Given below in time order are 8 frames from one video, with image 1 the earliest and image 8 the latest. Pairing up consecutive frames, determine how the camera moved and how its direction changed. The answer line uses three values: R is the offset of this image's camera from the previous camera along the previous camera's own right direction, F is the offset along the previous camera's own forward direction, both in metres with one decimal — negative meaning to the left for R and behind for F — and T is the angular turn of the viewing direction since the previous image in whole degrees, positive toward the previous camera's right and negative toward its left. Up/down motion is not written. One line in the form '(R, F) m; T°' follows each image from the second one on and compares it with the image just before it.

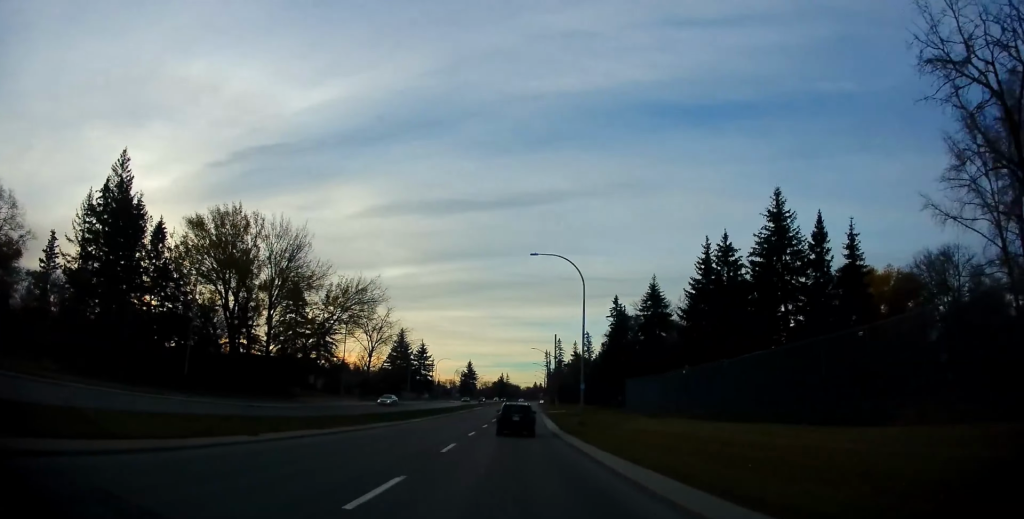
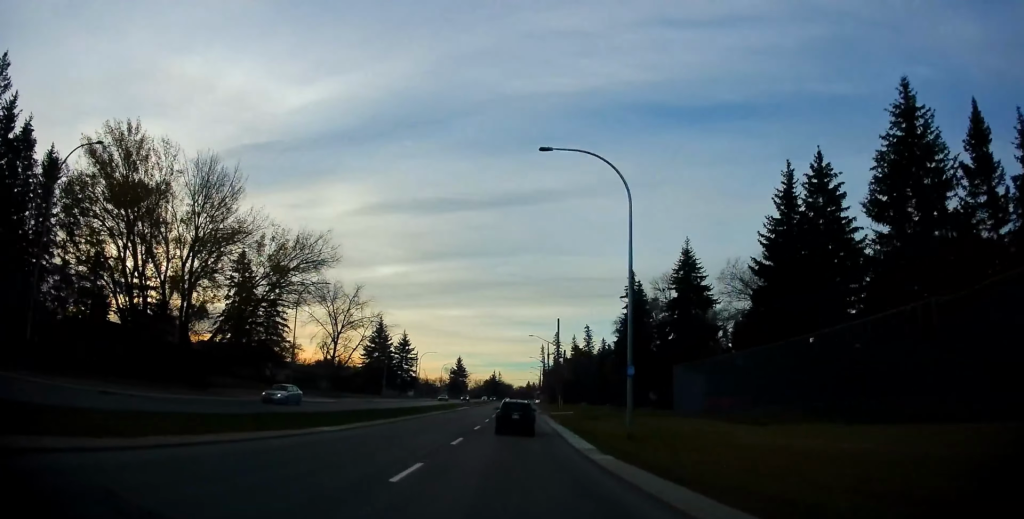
(-0.1, +15.8) m; 0°
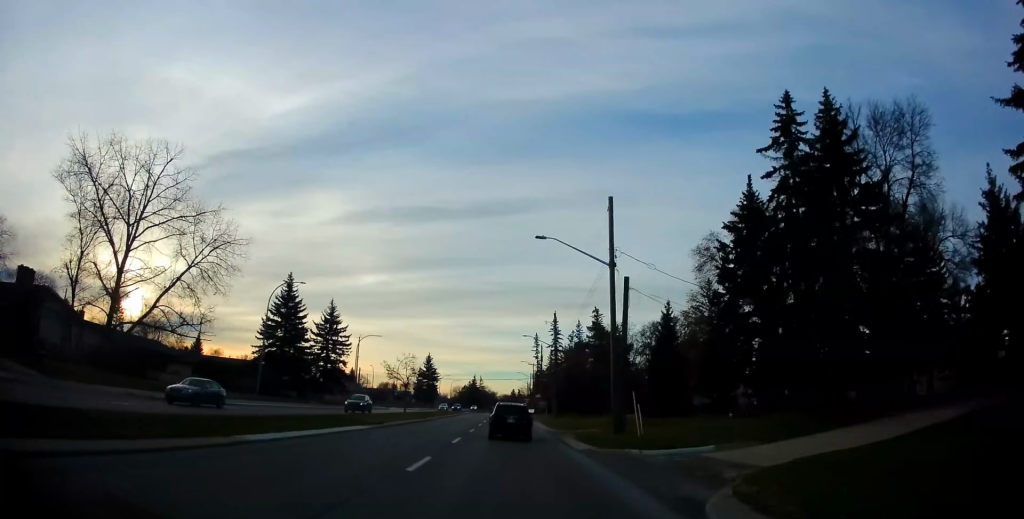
(+0.6, +44.2) m; +1°
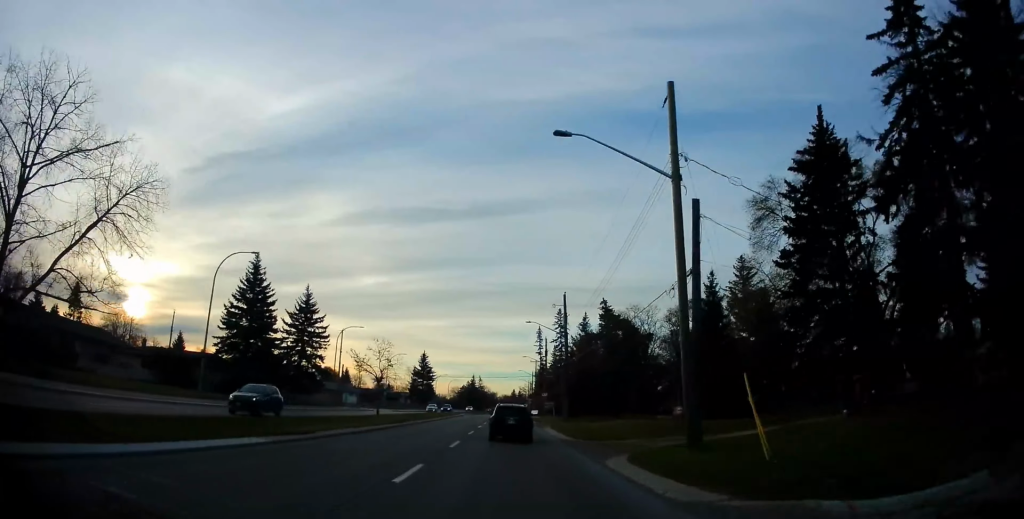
(+0.1, +10.7) m; 0°
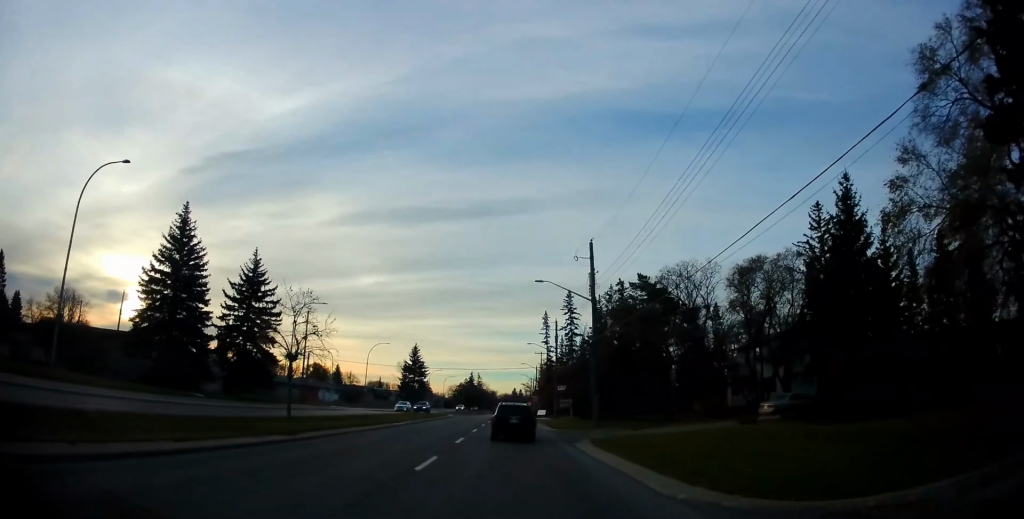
(-0.3, +16.5) m; -1°
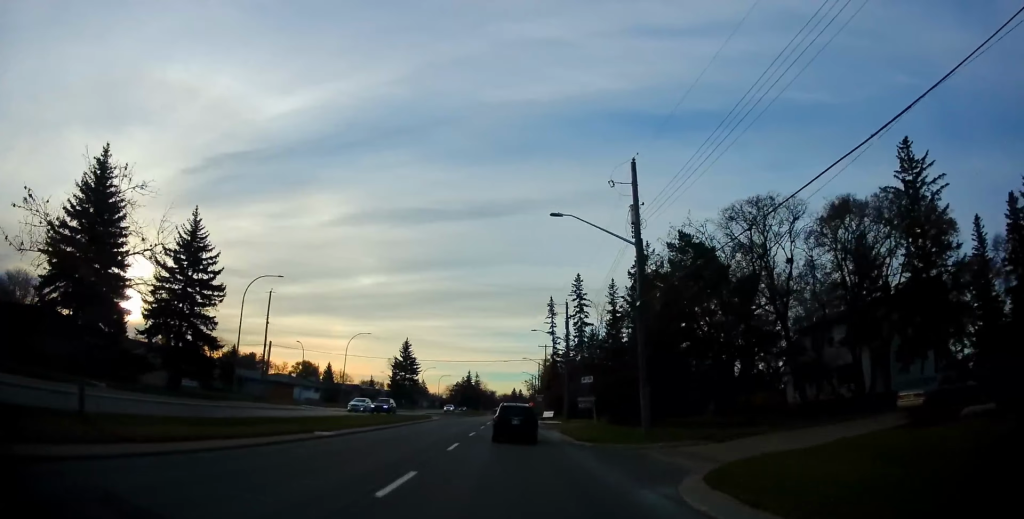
(0.0, +12.9) m; +1°
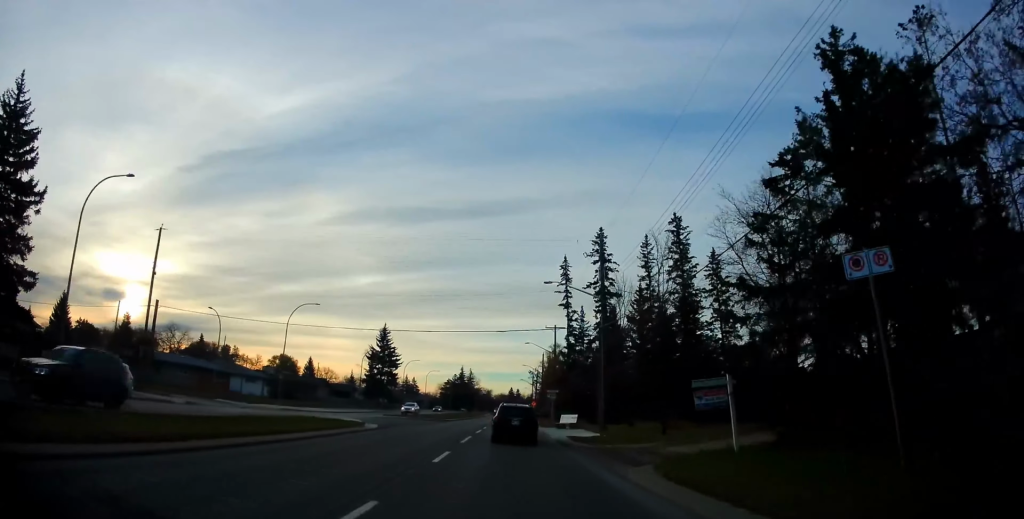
(+0.4, +22.1) m; +1°
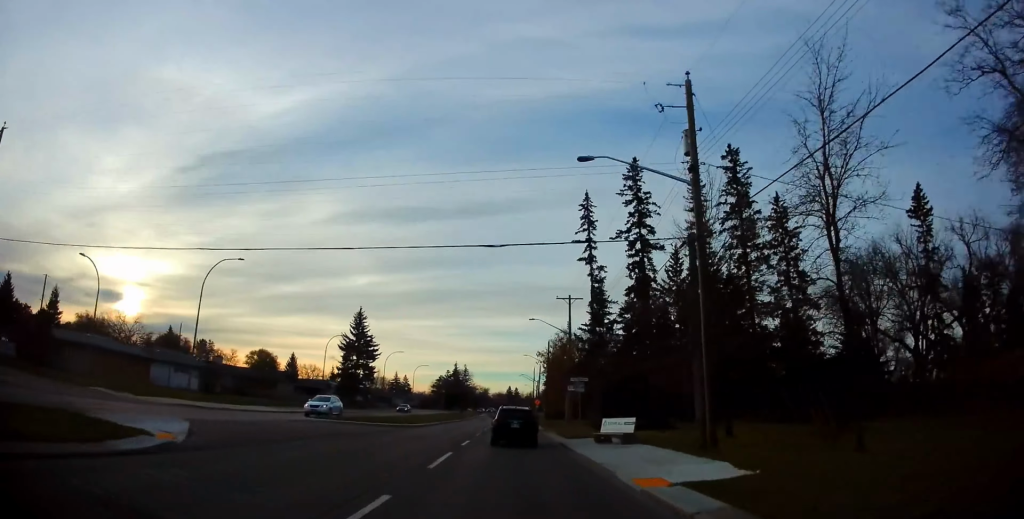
(0.0, +17.9) m; 0°
